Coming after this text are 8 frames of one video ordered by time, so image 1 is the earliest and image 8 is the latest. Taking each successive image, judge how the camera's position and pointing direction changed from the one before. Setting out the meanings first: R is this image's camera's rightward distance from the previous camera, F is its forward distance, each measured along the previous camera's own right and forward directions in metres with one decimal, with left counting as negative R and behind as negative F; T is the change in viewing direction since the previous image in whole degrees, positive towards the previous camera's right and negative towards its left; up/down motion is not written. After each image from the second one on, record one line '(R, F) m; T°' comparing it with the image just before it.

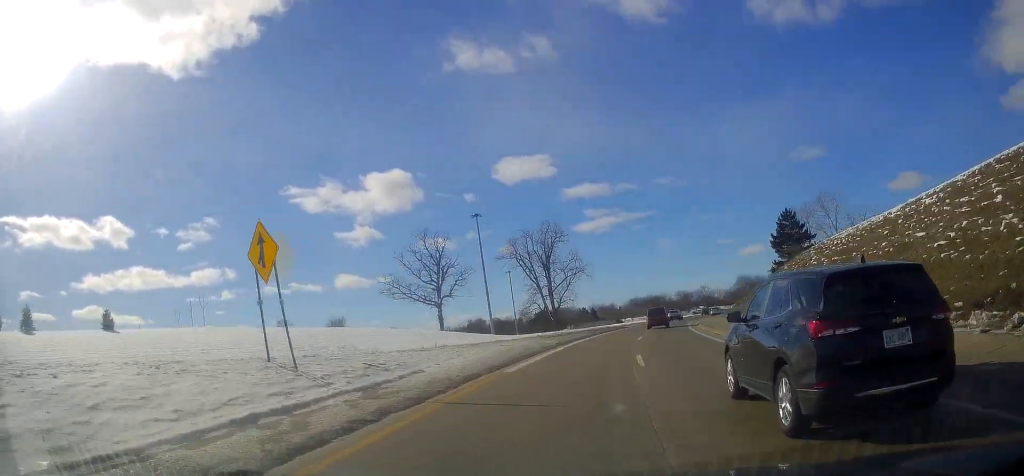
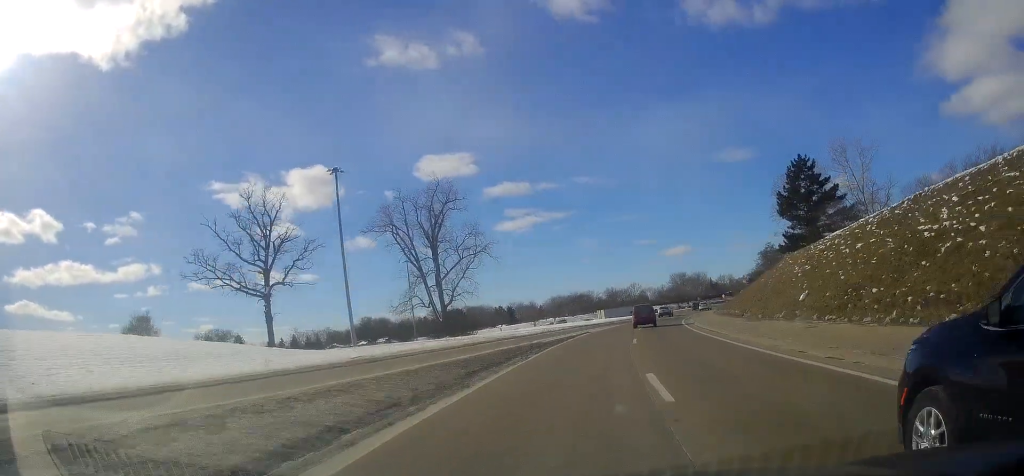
(+2.6, +38.4) m; +8°
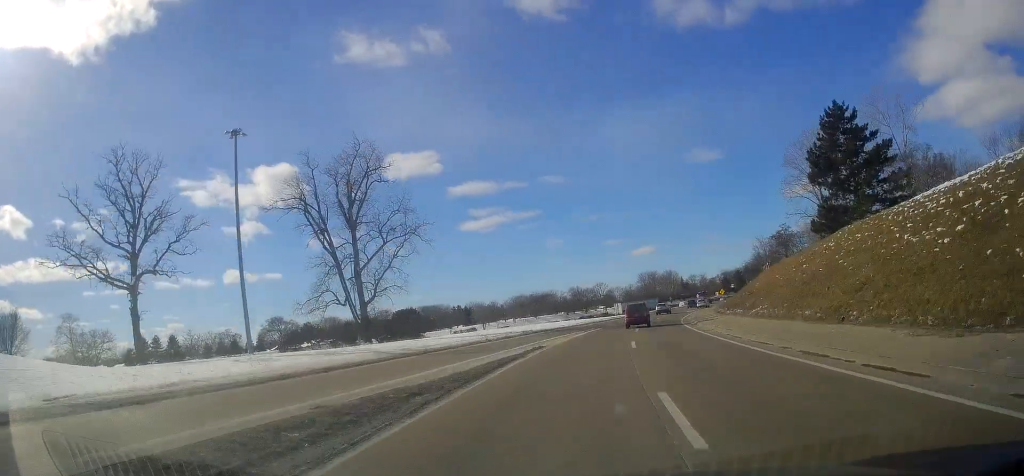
(+0.8, +18.9) m; +4°
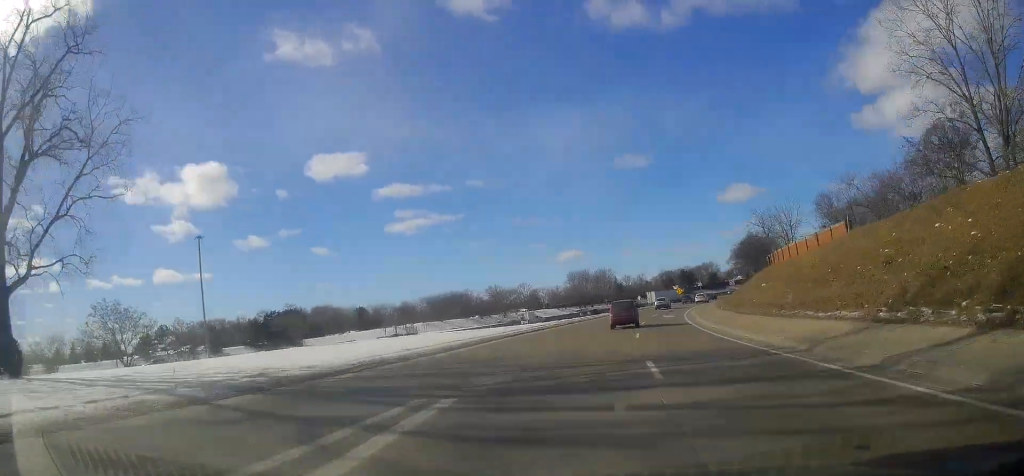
(+2.8, +40.5) m; +8°
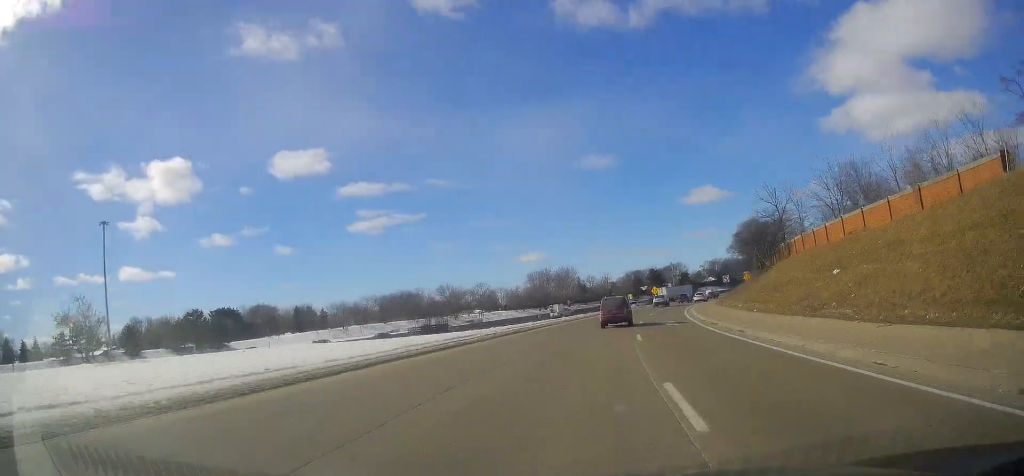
(+0.8, +20.3) m; +3°
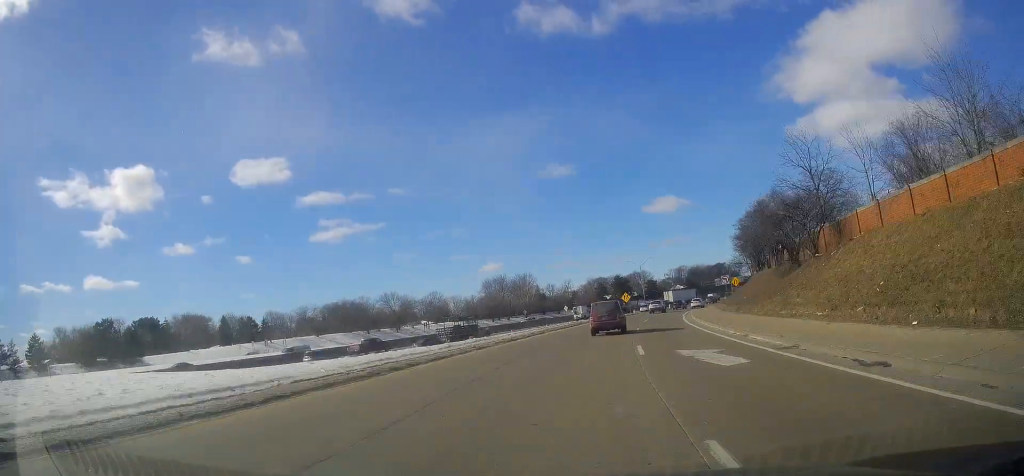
(+0.6, +20.4) m; +3°
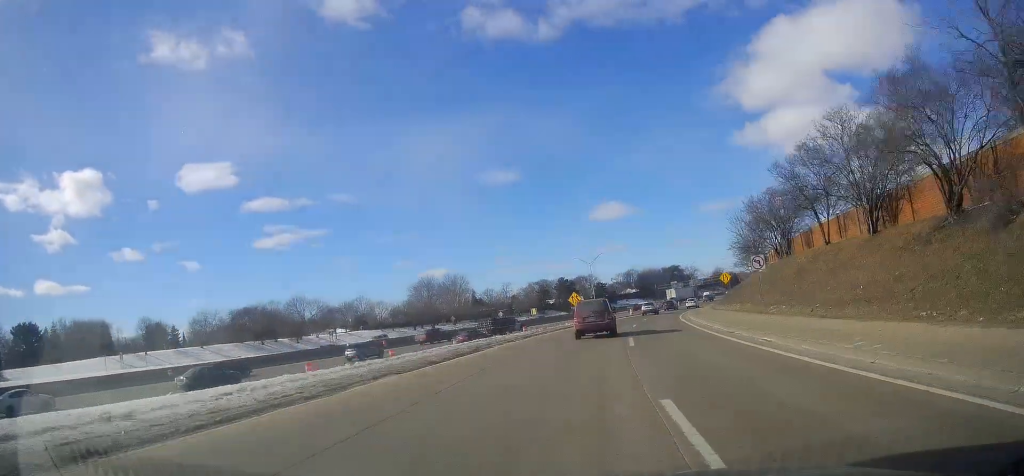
(+1.2, +28.7) m; +5°
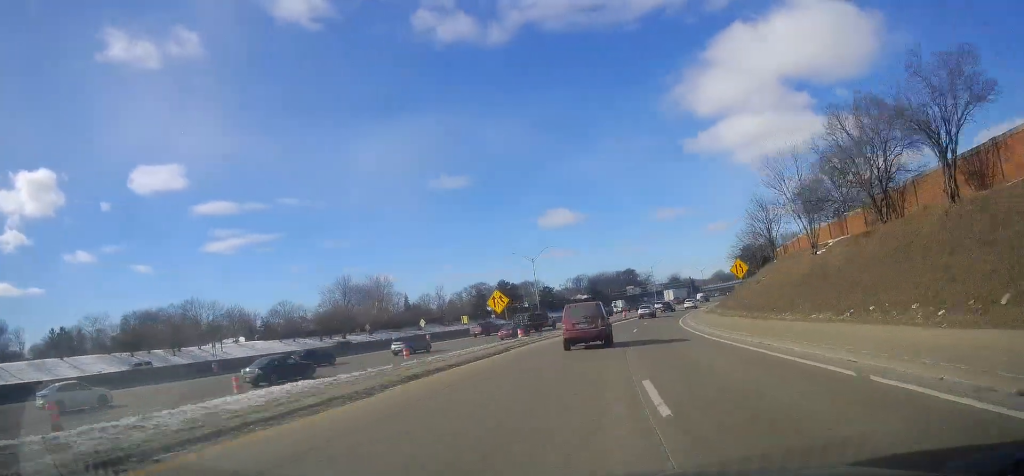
(+1.2, +28.6) m; +5°
